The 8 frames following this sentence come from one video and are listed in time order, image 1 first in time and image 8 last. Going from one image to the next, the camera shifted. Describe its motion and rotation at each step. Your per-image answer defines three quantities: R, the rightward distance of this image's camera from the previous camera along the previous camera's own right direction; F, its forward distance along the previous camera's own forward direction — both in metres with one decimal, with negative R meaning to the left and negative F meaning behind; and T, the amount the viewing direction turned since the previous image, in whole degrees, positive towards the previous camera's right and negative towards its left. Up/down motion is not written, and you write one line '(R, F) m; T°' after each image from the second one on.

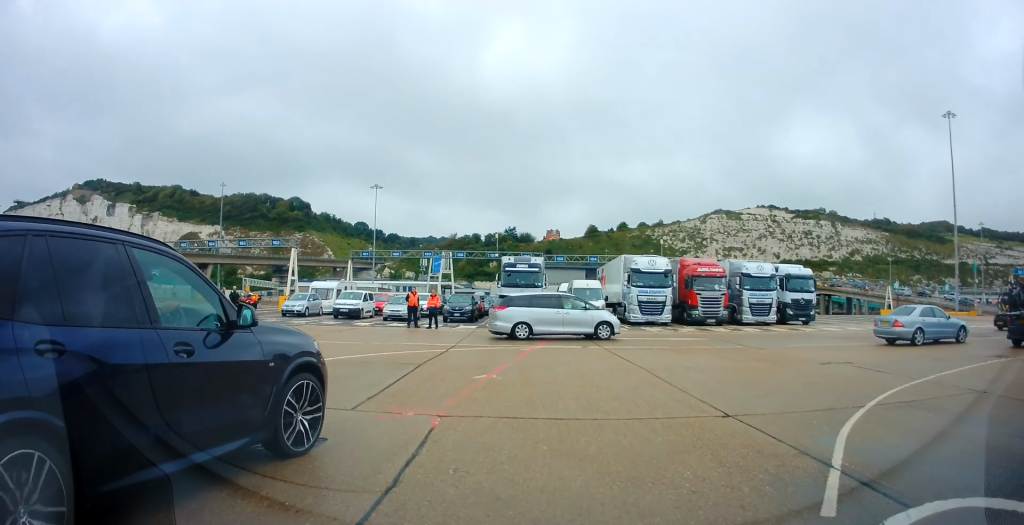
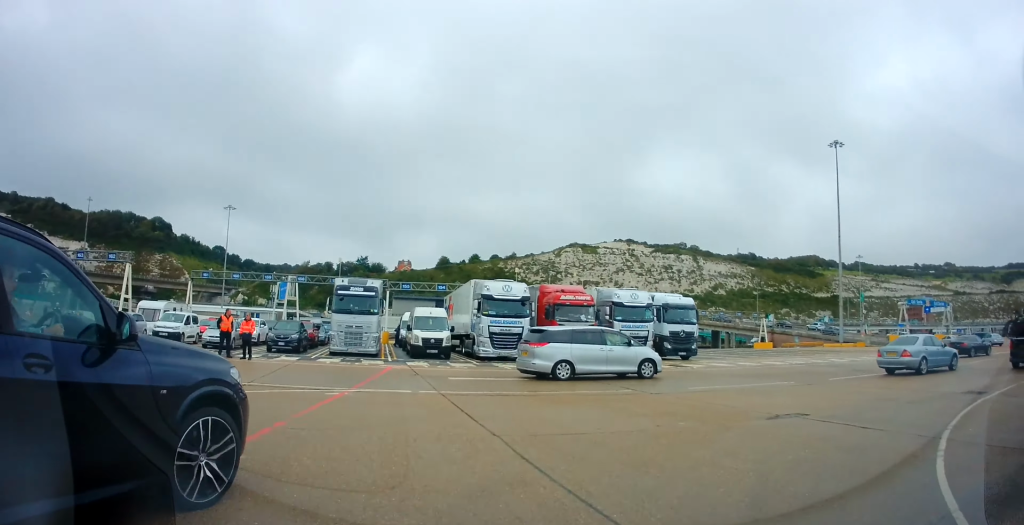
(0.0, +4.5) m; +12°
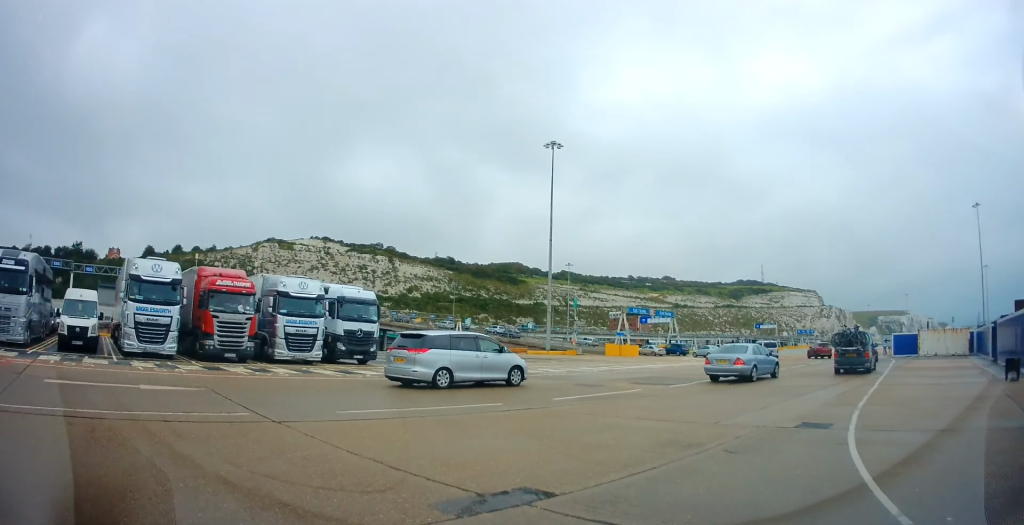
(+1.4, +4.9) m; +33°
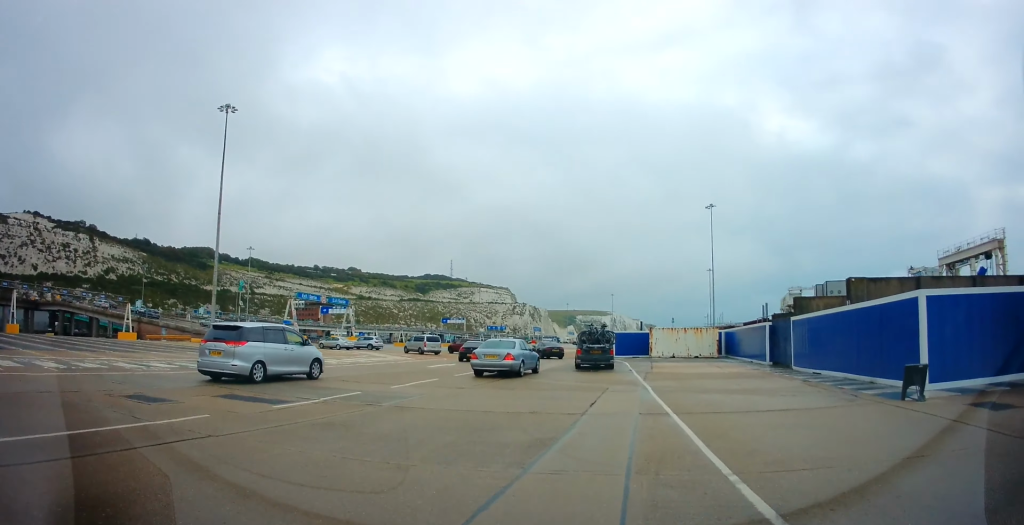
(+2.8, +8.2) m; +31°
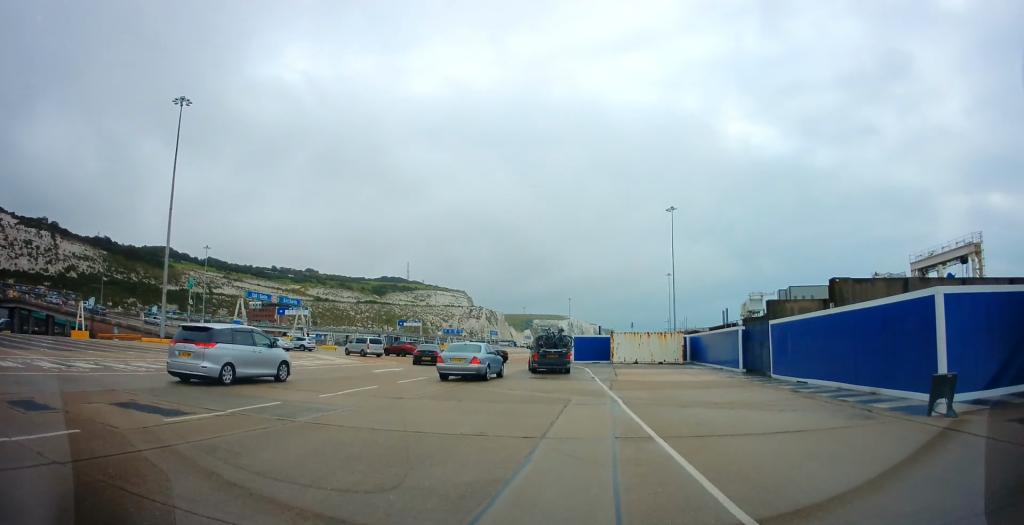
(+0.2, +2.3) m; +4°
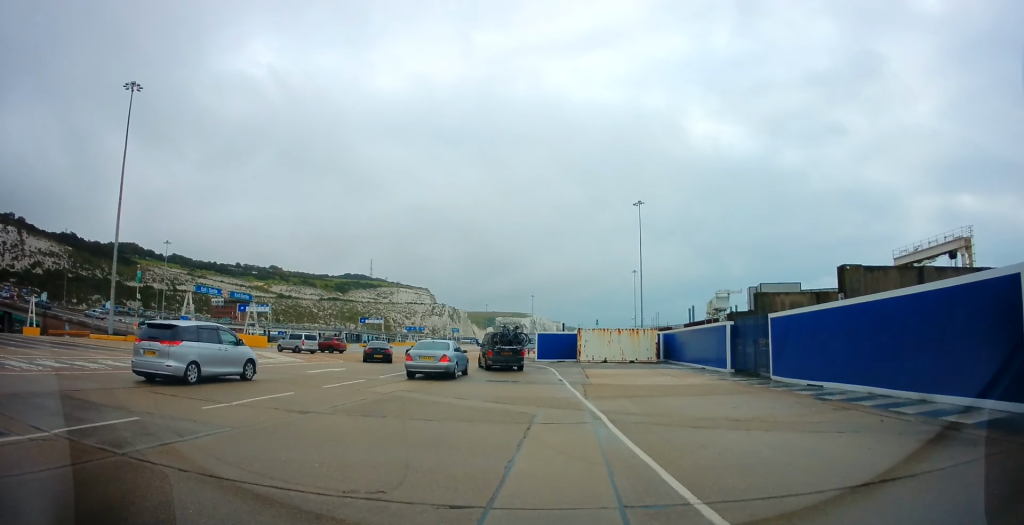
(+0.4, +3.6) m; +5°
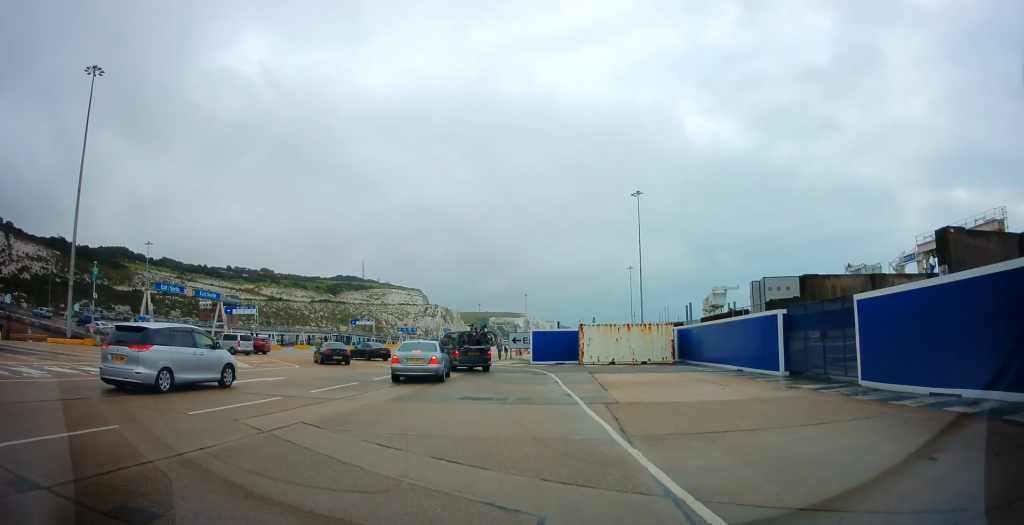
(-0.1, +6.4) m; -5°
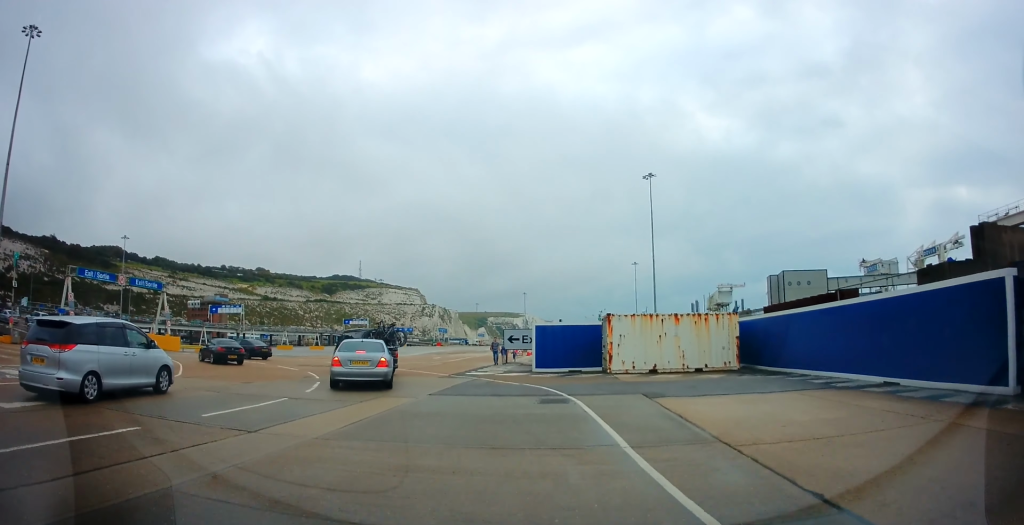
(-0.1, +12.0) m; +2°
